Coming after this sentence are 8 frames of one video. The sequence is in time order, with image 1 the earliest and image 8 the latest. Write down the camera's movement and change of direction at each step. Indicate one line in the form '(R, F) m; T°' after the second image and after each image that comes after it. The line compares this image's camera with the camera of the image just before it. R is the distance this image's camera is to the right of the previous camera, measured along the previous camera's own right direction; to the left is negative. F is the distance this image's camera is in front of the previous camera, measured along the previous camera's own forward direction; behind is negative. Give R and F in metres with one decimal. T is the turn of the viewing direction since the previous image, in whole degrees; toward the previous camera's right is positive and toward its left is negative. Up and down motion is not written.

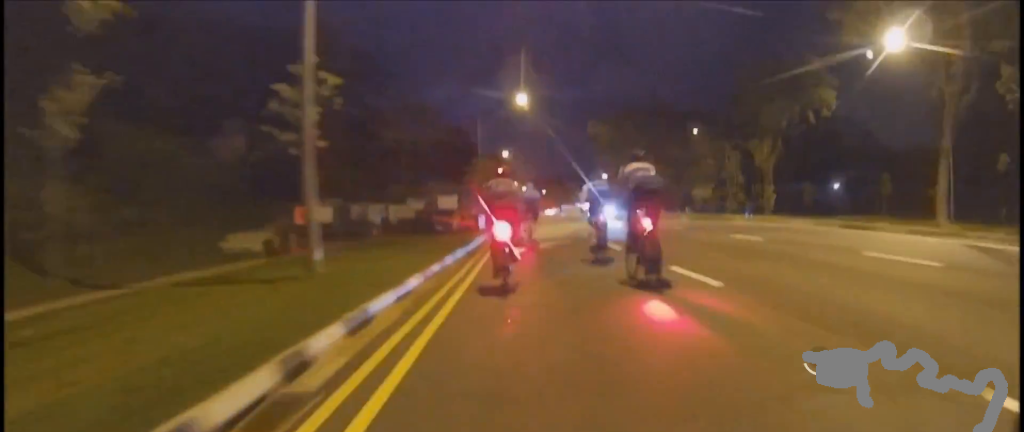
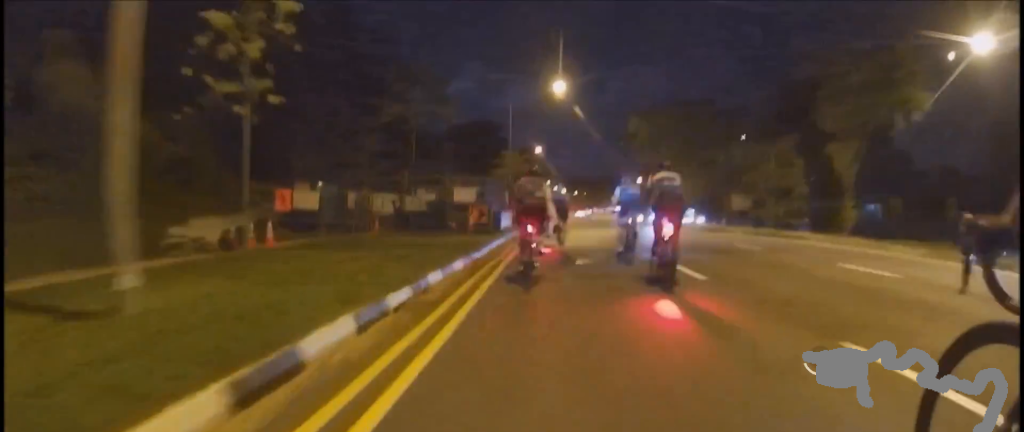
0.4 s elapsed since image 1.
(0.0, +4.5) m; 0°
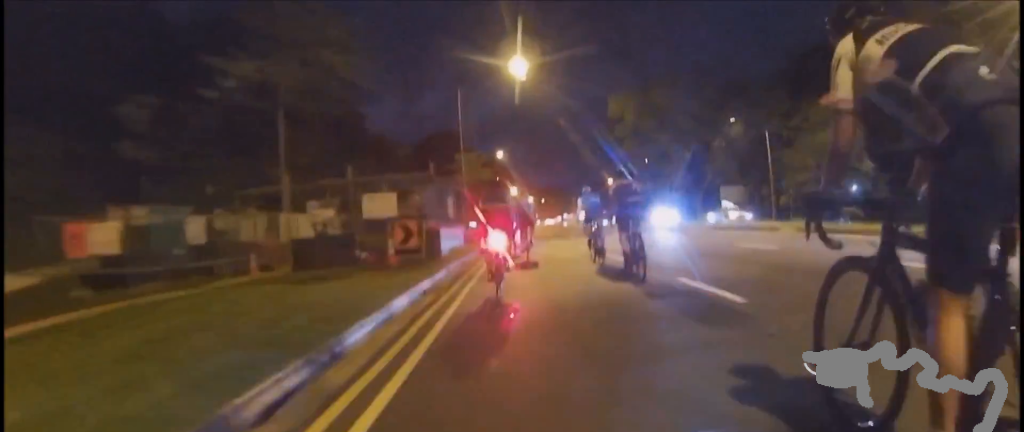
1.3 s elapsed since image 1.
(0.0, +8.7) m; +1°
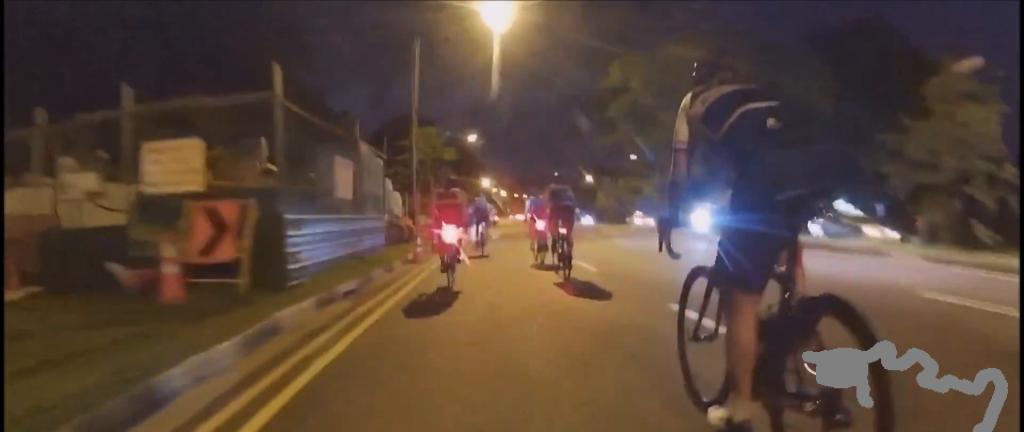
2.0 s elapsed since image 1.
(+0.1, +8.2) m; +1°
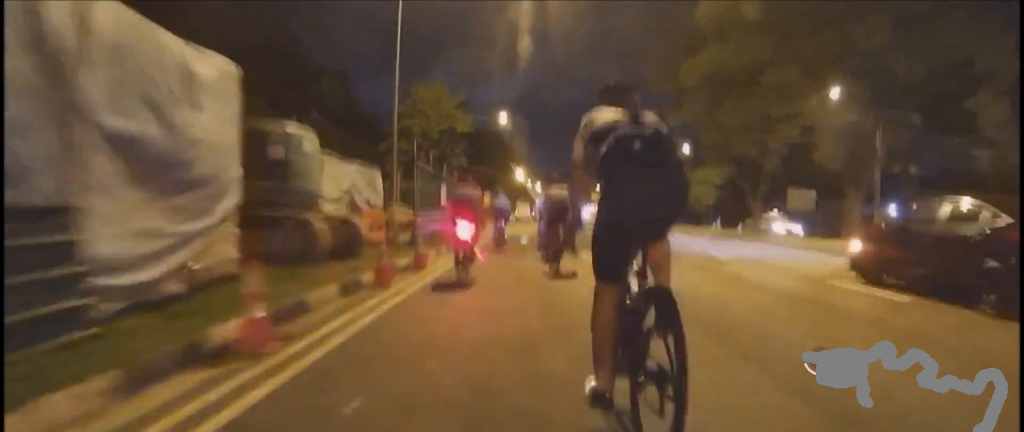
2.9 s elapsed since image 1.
(+0.1, +9.9) m; 0°
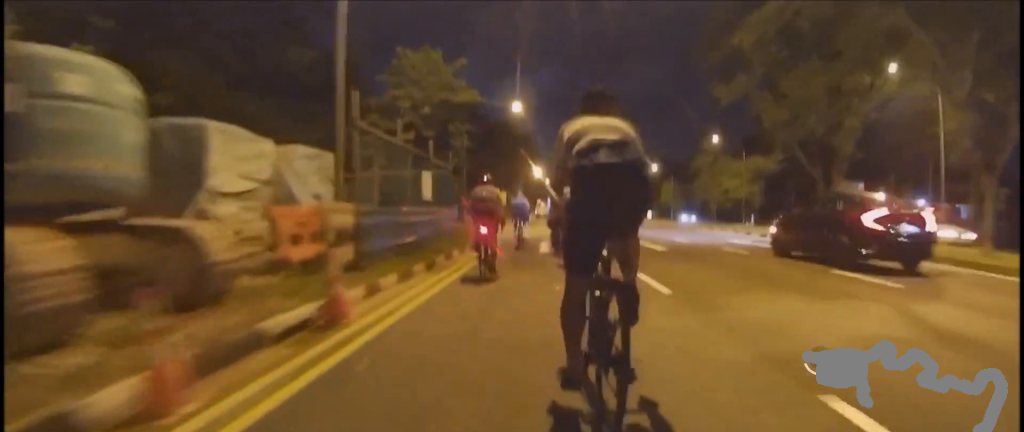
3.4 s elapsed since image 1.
(-0.2, +5.6) m; 0°
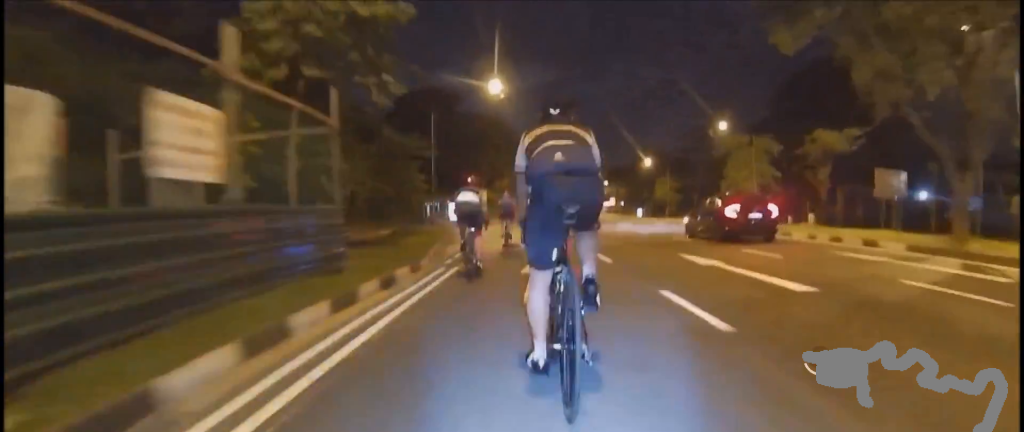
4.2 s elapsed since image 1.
(+0.1, +8.8) m; 0°
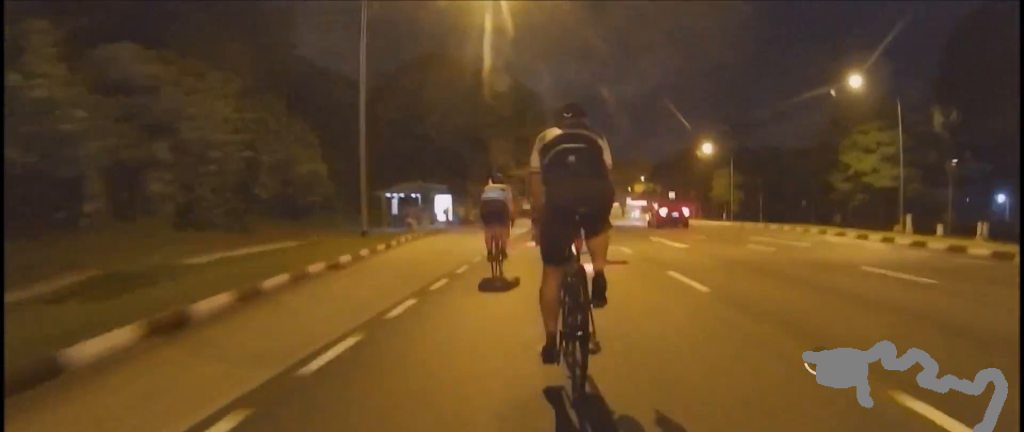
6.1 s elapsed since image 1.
(-1.4, +22.5) m; -6°
